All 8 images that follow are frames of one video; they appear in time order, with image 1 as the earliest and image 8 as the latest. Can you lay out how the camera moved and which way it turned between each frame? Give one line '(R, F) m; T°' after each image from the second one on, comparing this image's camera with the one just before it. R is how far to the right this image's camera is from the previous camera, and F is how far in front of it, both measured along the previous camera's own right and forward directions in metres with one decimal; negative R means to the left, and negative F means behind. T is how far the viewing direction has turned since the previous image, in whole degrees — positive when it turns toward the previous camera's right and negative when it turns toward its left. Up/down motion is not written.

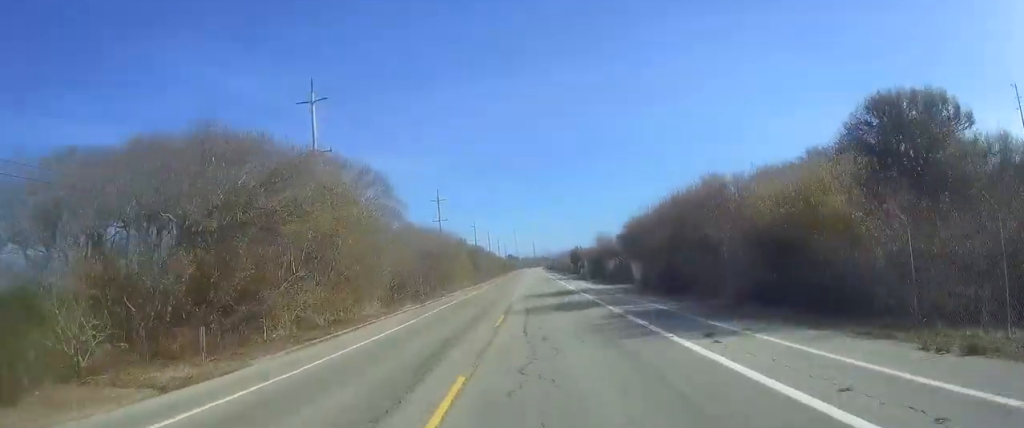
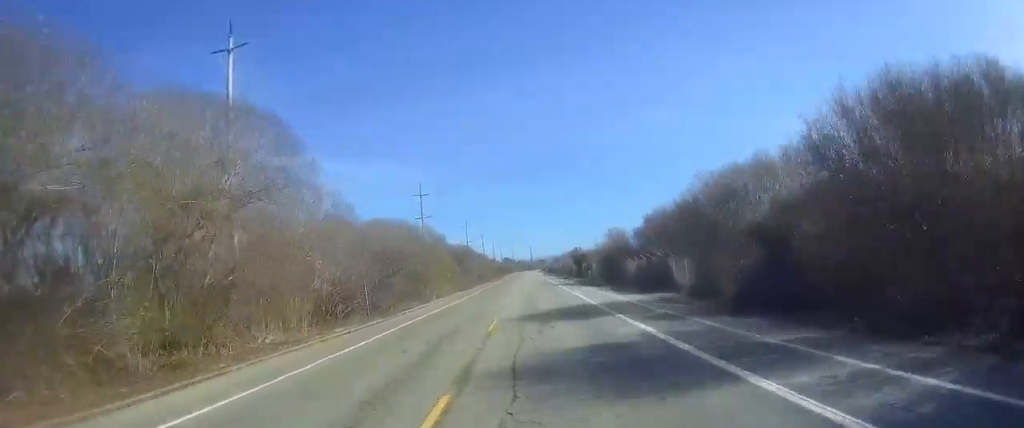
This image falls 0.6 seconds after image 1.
(+0.1, +15.8) m; 0°
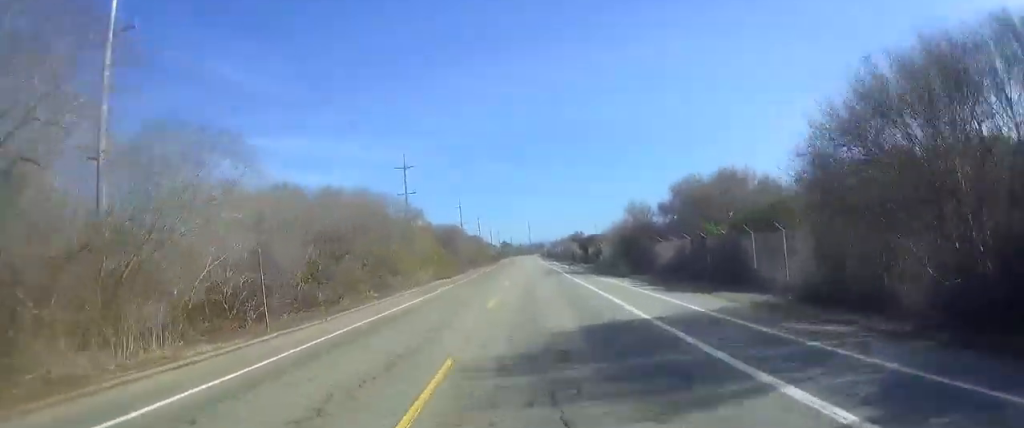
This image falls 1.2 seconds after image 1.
(0.0, +13.3) m; 0°
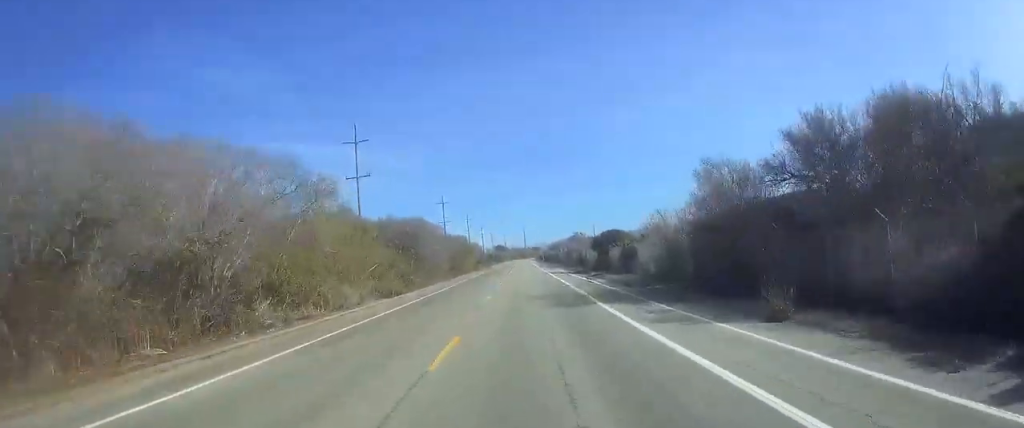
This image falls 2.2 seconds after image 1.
(0.0, +25.2) m; 0°
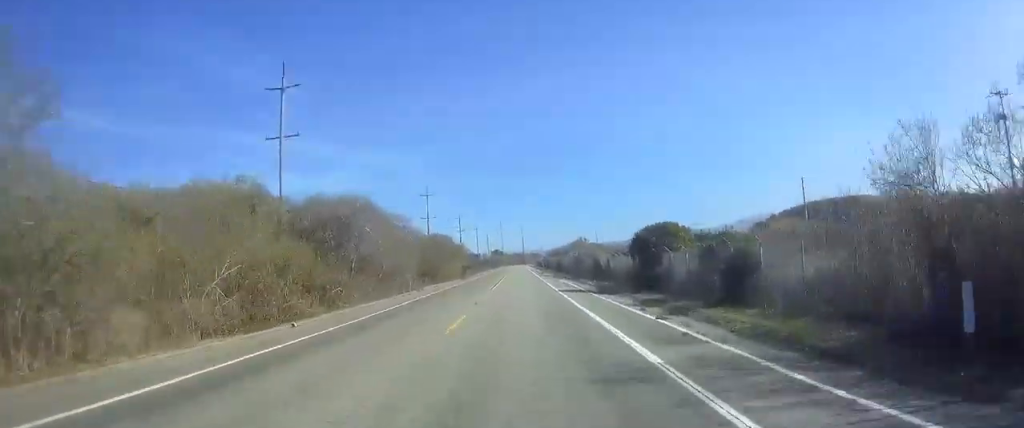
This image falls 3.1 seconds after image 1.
(0.0, +23.7) m; 0°
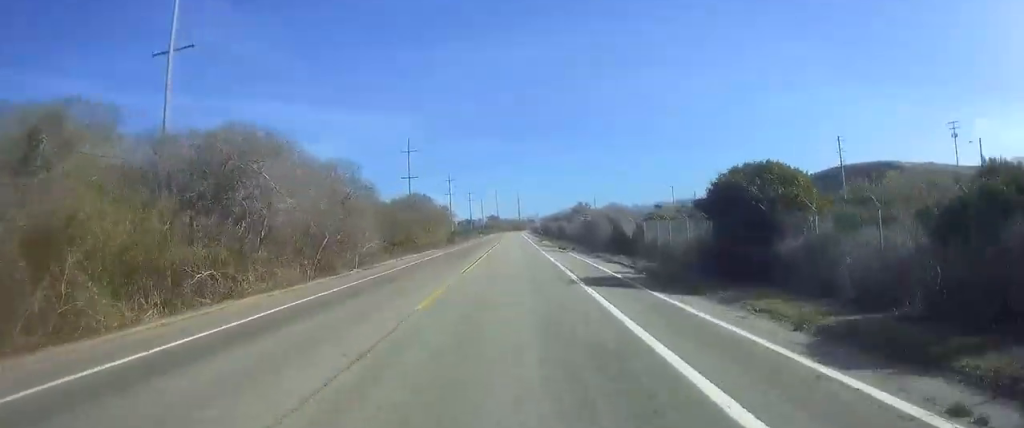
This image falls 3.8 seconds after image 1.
(0.0, +16.8) m; 0°
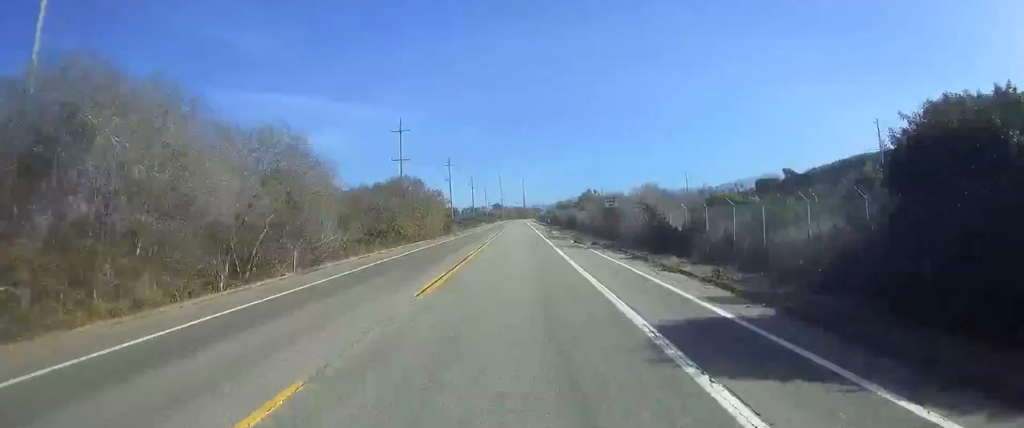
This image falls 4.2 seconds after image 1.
(0.0, +11.6) m; 0°
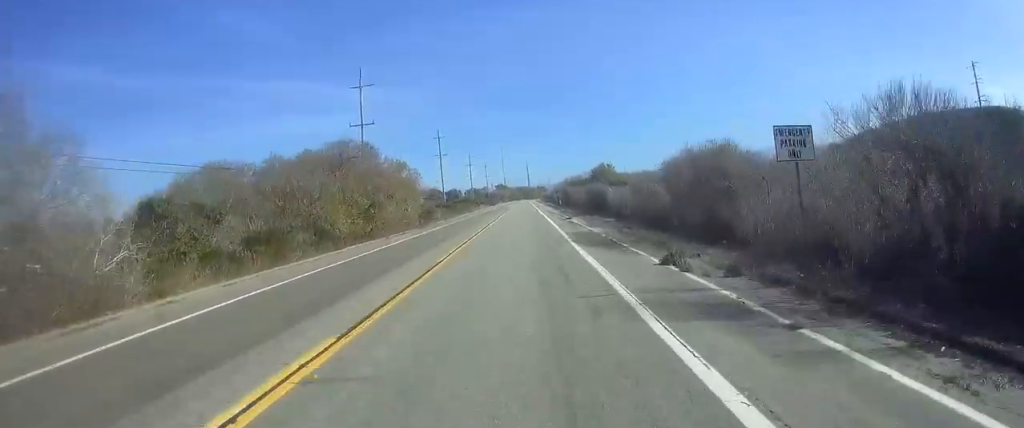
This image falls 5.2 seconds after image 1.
(0.0, +24.8) m; 0°
